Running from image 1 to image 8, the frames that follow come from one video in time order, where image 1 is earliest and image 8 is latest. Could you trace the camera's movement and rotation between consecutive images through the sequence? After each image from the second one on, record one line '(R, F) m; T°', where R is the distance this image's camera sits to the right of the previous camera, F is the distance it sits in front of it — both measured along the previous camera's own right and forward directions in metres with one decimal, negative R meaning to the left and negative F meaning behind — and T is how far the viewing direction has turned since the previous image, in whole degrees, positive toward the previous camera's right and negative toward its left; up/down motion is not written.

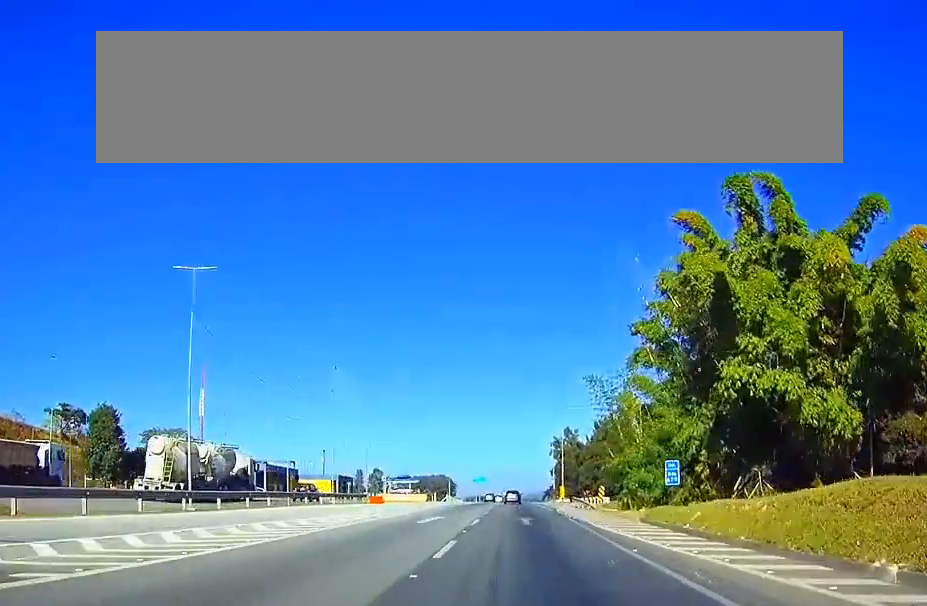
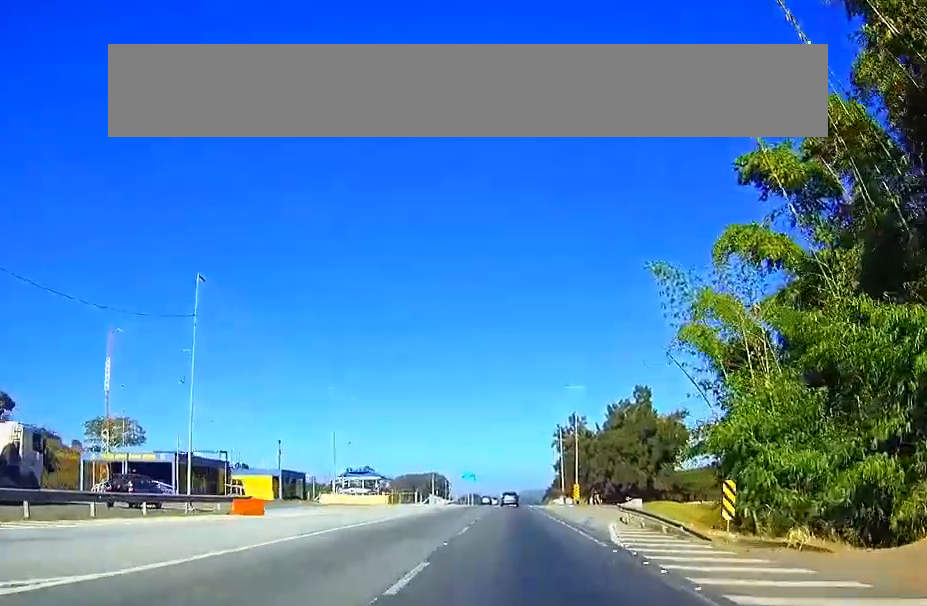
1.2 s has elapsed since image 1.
(0.0, +31.1) m; 0°
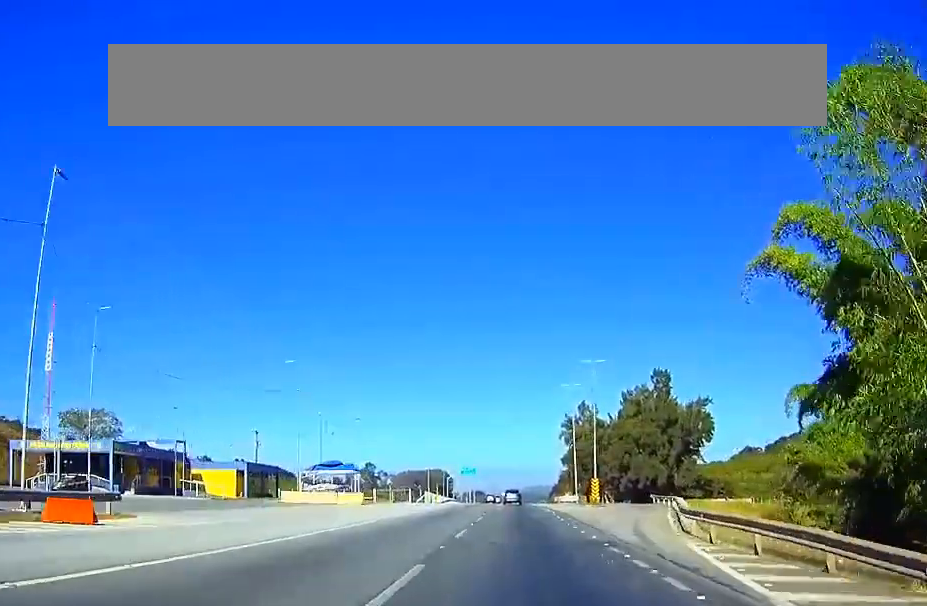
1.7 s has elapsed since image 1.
(0.0, +15.1) m; 0°
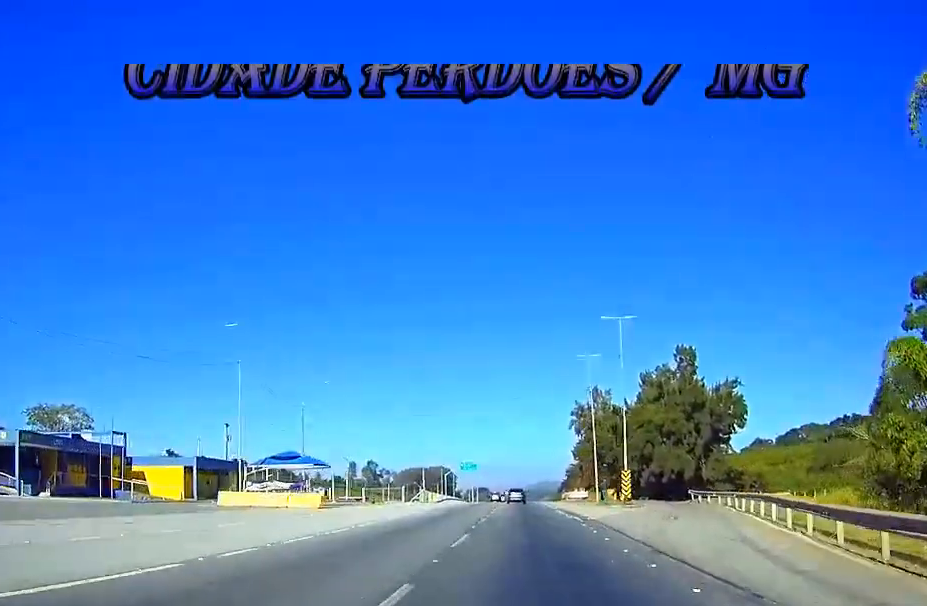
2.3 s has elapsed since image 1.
(0.0, +15.9) m; 0°
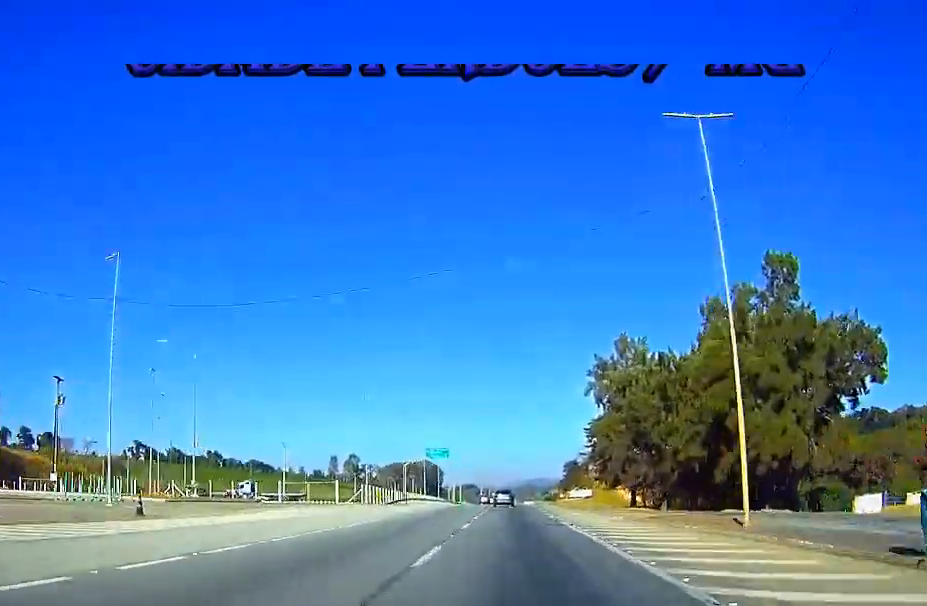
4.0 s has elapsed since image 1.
(0.0, +44.0) m; 0°
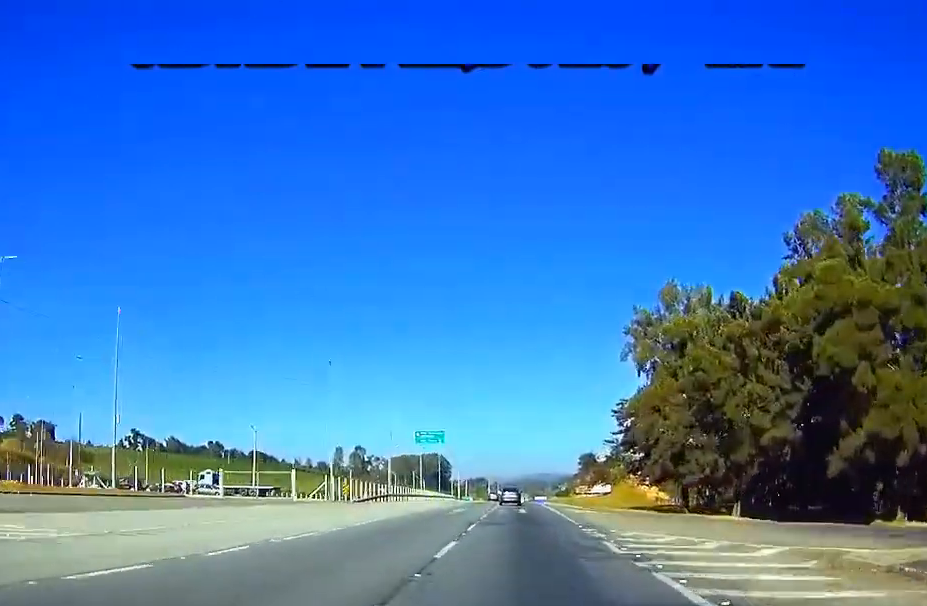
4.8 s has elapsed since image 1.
(0.0, +22.1) m; 0°
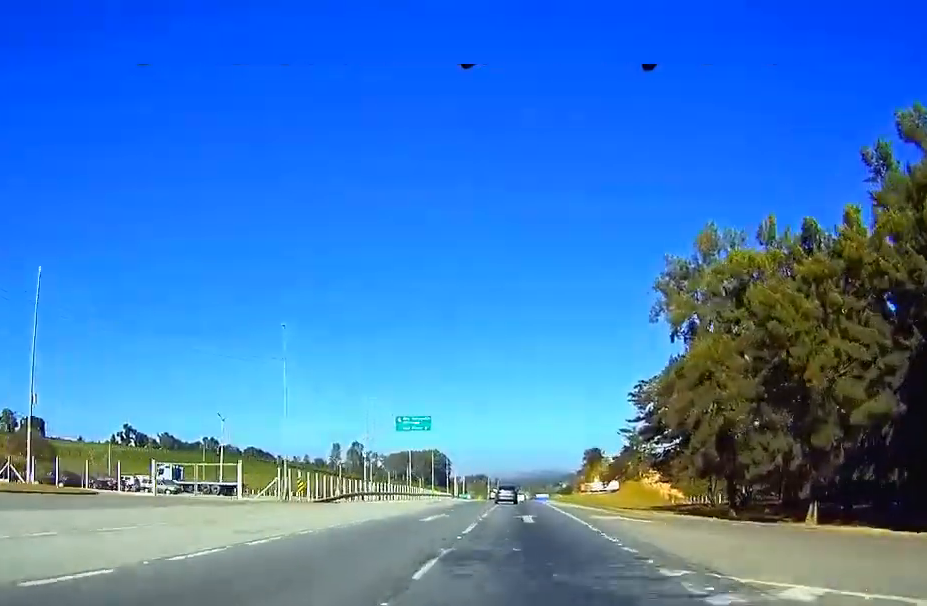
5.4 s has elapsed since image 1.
(0.0, +14.2) m; 0°
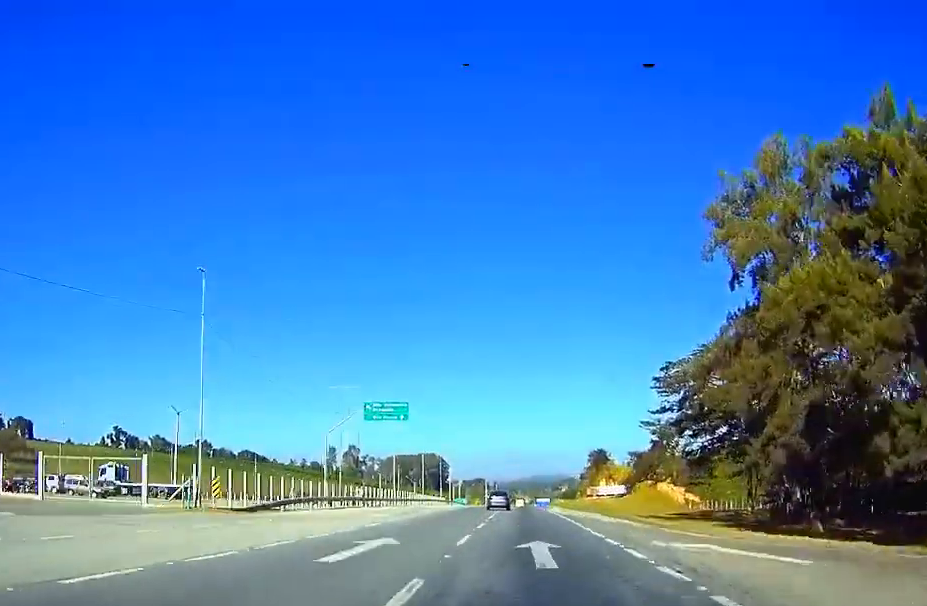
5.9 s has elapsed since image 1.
(0.0, +15.2) m; 0°
